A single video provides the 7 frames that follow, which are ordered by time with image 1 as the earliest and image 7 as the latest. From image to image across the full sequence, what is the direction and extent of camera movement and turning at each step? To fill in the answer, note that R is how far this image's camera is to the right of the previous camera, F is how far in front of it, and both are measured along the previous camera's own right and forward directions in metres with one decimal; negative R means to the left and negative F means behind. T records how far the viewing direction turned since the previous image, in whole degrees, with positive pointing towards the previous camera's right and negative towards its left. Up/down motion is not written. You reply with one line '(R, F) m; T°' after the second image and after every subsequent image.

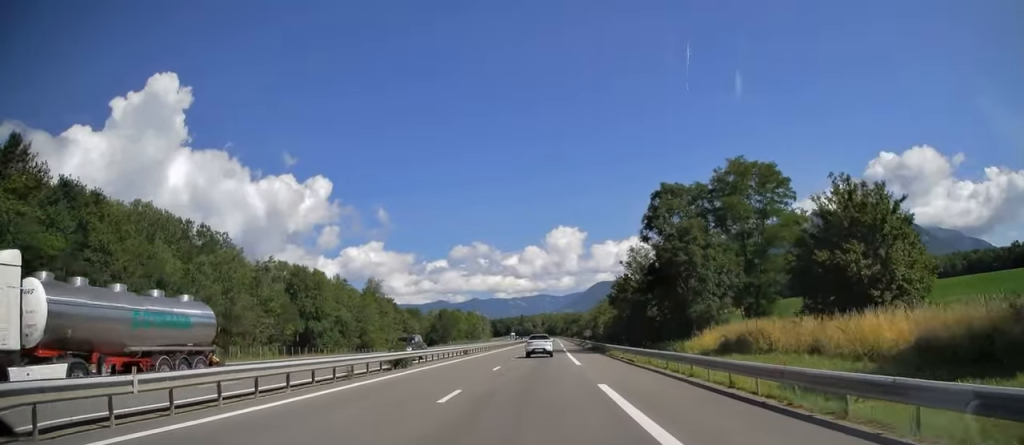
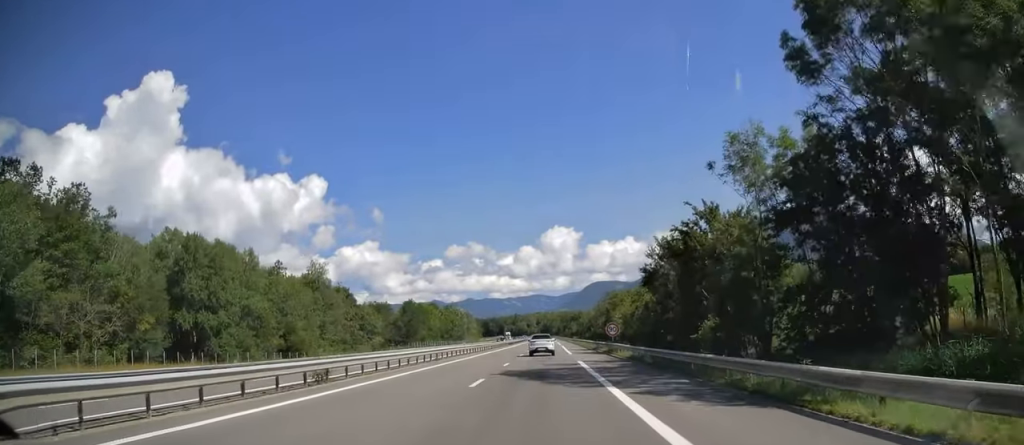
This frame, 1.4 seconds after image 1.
(+0.1, +34.8) m; 0°
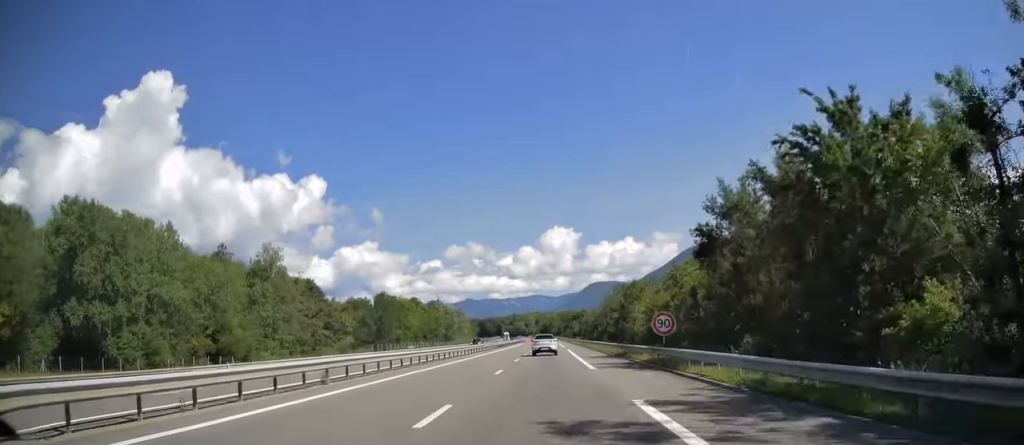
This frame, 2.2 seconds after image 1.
(+0.1, +20.5) m; 0°
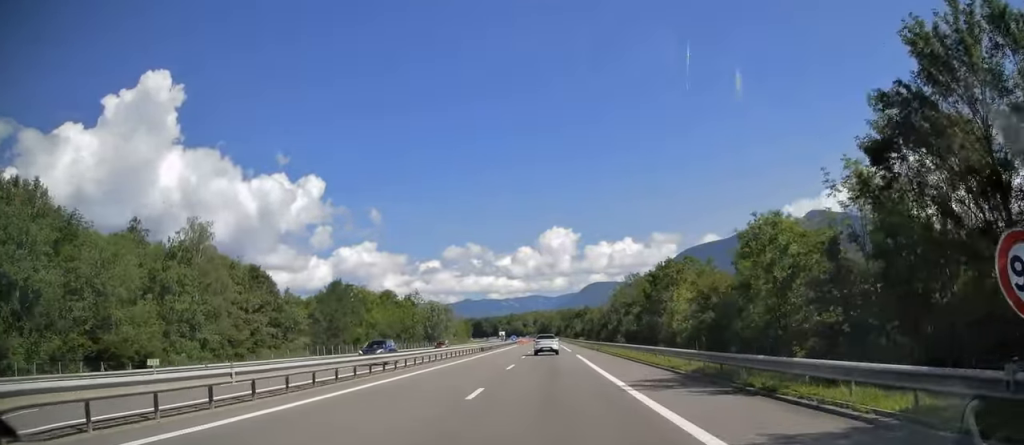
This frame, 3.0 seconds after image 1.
(+0.1, +21.8) m; 0°
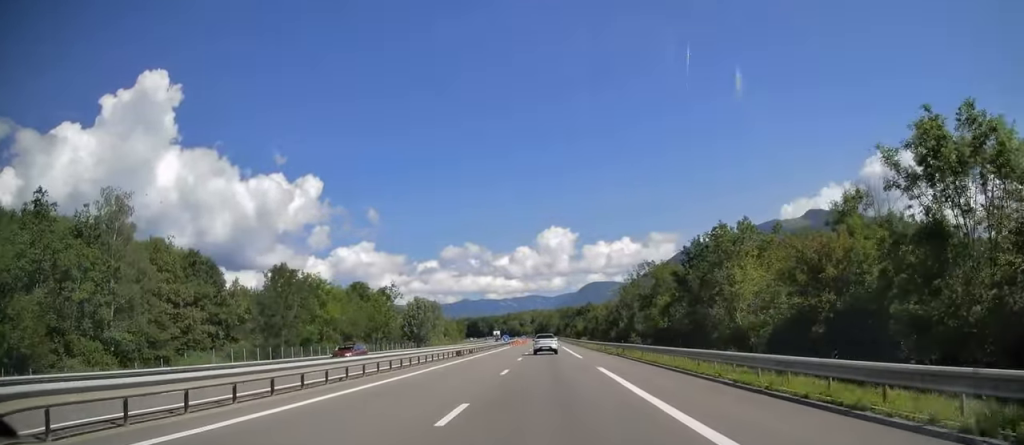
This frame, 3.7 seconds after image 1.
(0.0, +17.0) m; 0°
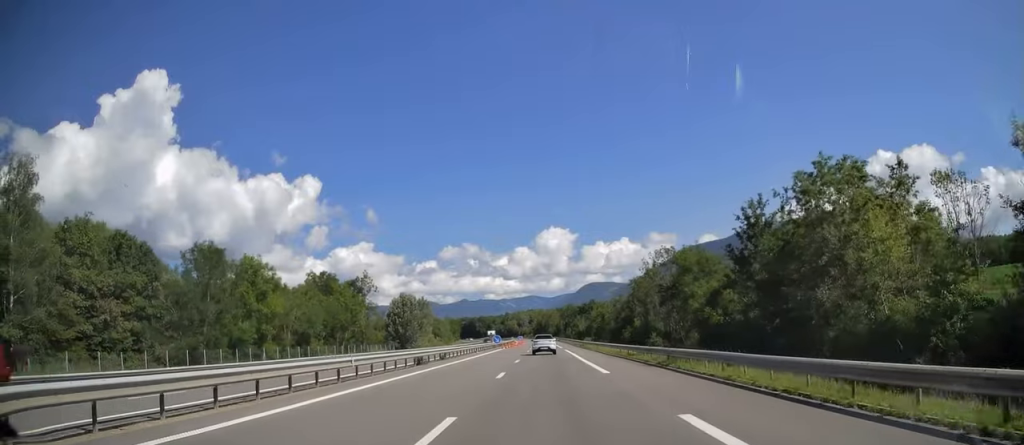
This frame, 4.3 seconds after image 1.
(0.0, +14.9) m; 0°
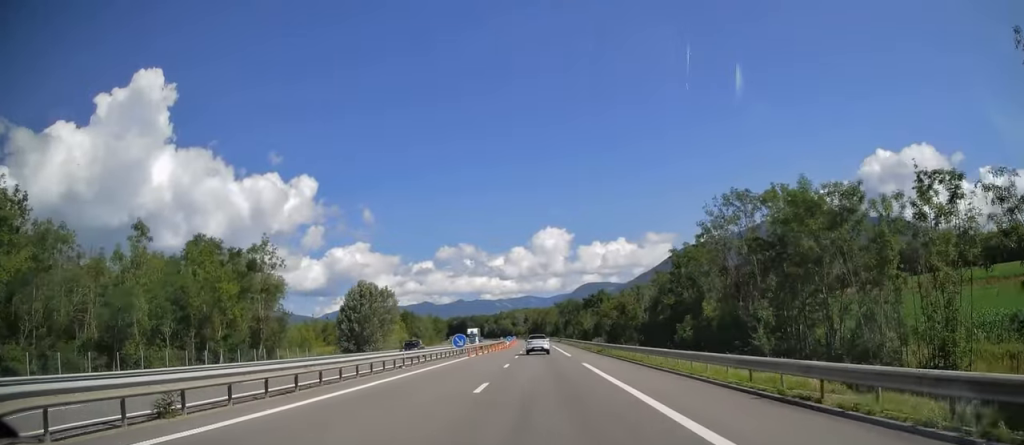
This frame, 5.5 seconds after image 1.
(0.0, +31.0) m; 0°
